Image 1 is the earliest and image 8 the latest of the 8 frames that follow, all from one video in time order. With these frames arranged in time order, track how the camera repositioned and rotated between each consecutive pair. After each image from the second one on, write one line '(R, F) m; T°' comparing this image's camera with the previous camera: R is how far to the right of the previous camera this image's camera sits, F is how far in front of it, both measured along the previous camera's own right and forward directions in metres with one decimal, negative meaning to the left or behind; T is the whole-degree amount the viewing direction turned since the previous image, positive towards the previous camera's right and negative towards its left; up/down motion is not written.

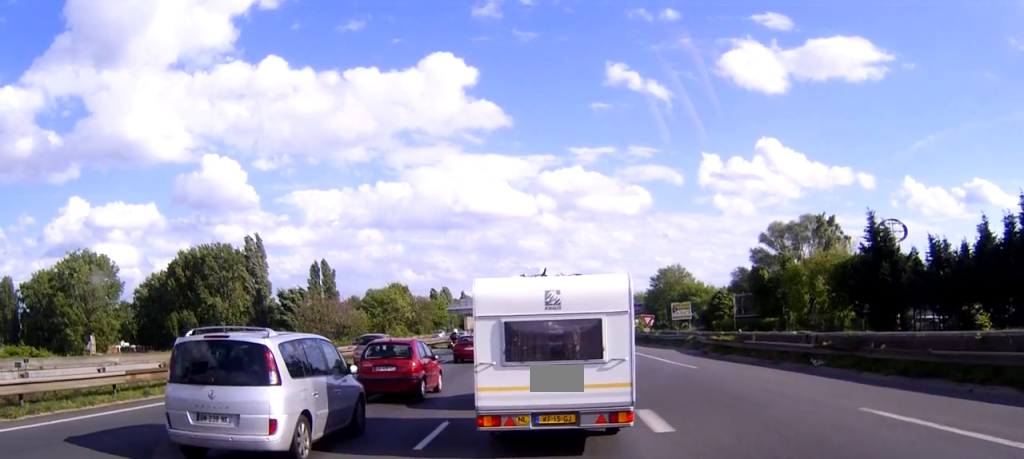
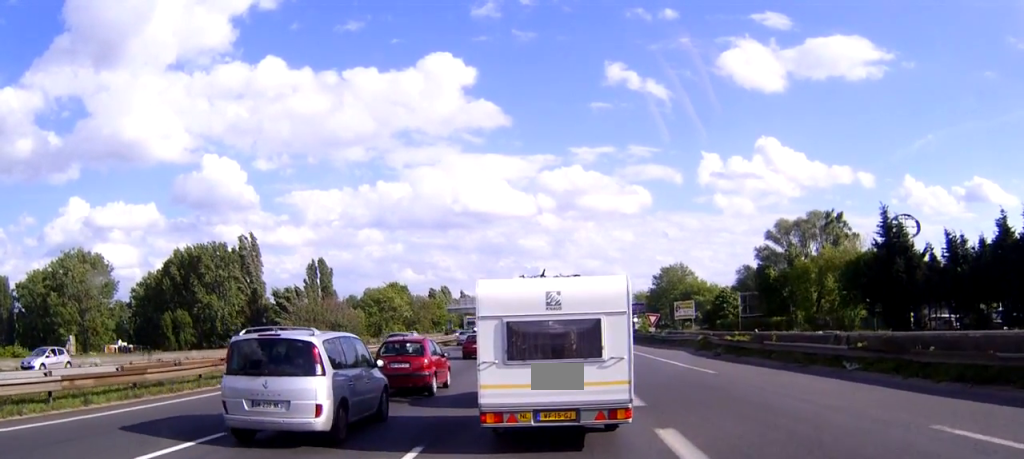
(0.0, +3.1) m; -1°
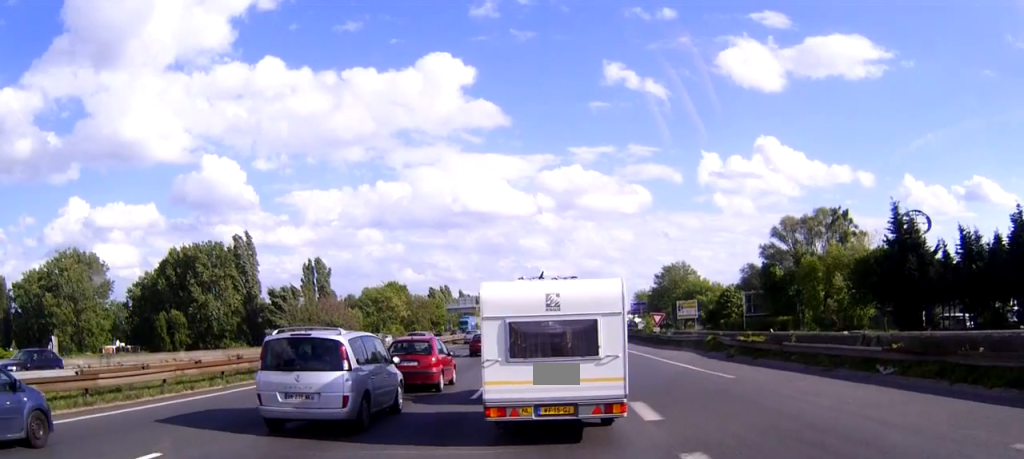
(-0.1, +2.4) m; 0°
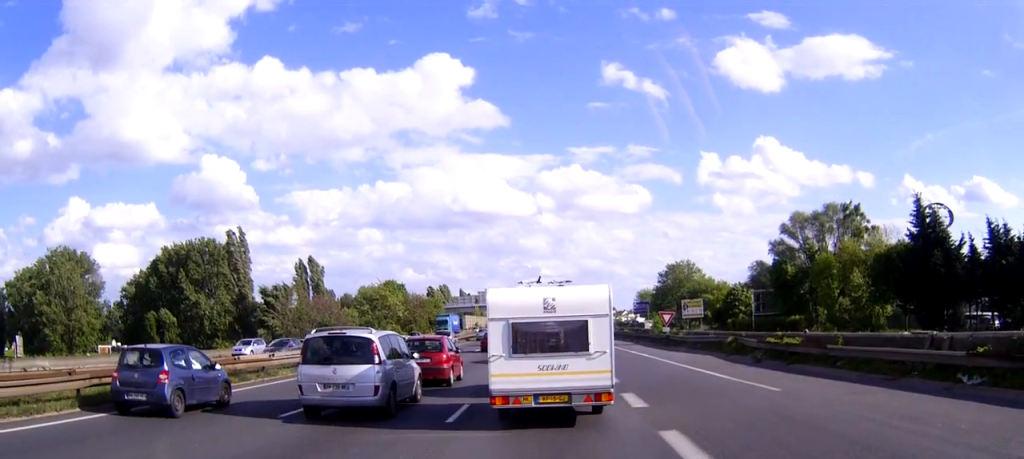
(+0.1, +4.8) m; +1°
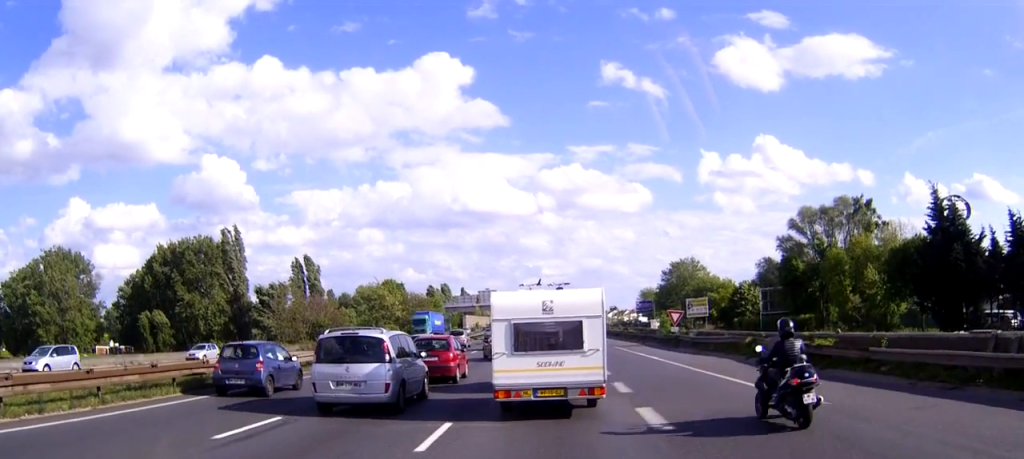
(0.0, +3.3) m; -1°
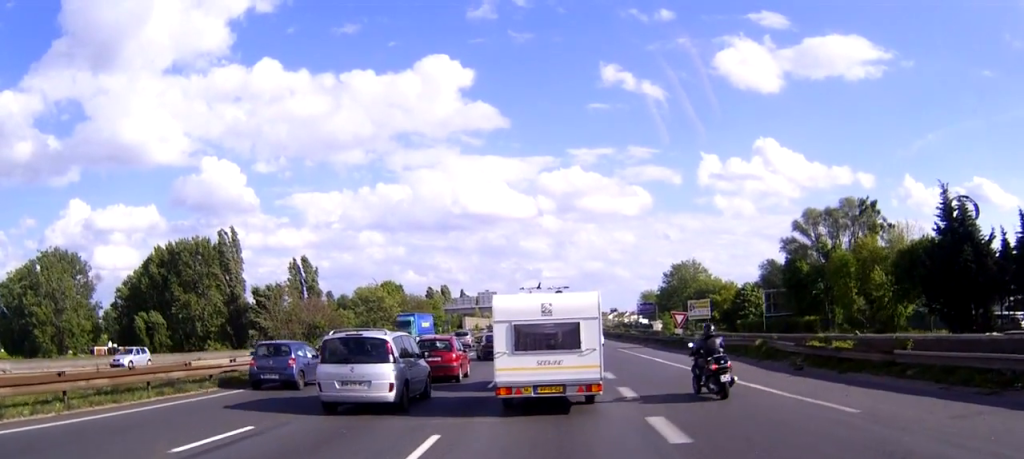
(0.0, +1.6) m; -1°
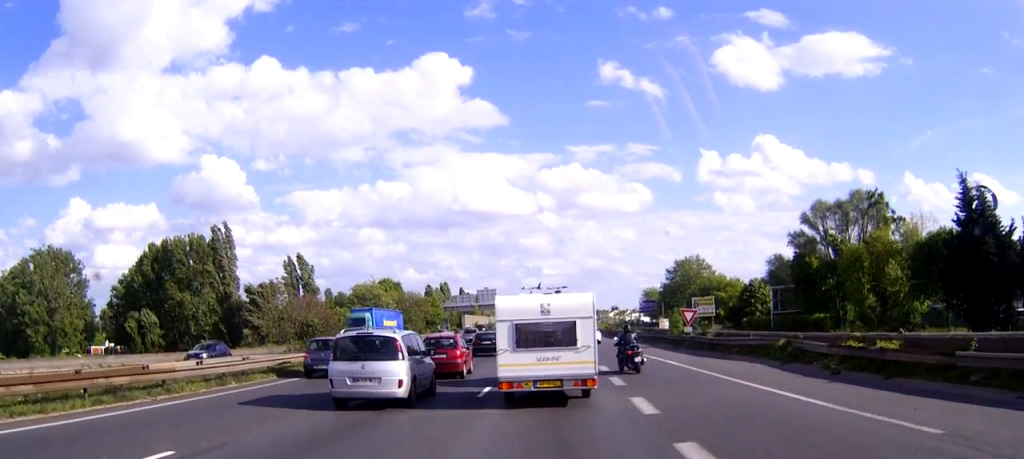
(0.0, +3.2) m; 0°
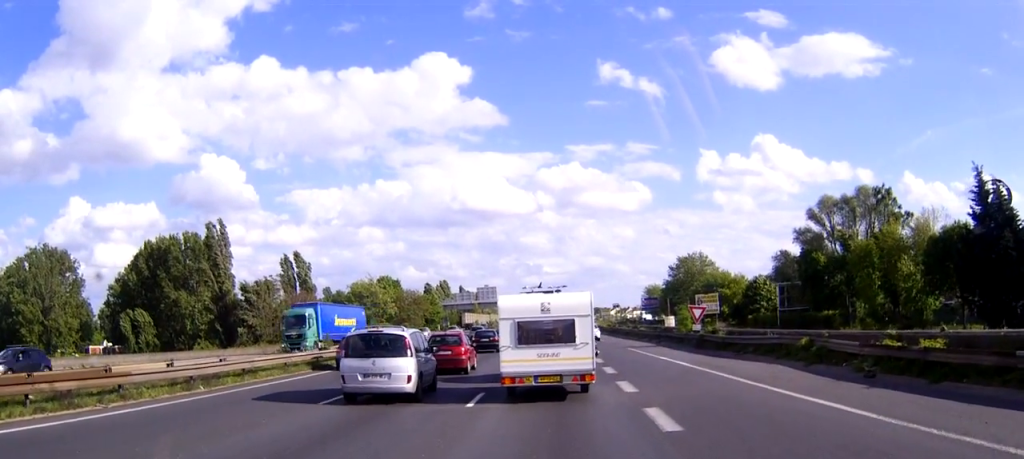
(0.0, +2.5) m; 0°
